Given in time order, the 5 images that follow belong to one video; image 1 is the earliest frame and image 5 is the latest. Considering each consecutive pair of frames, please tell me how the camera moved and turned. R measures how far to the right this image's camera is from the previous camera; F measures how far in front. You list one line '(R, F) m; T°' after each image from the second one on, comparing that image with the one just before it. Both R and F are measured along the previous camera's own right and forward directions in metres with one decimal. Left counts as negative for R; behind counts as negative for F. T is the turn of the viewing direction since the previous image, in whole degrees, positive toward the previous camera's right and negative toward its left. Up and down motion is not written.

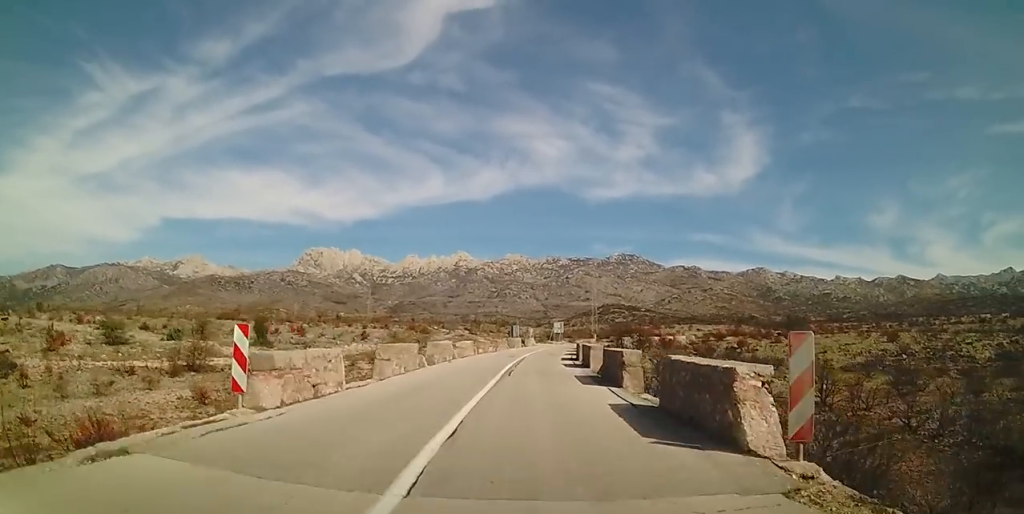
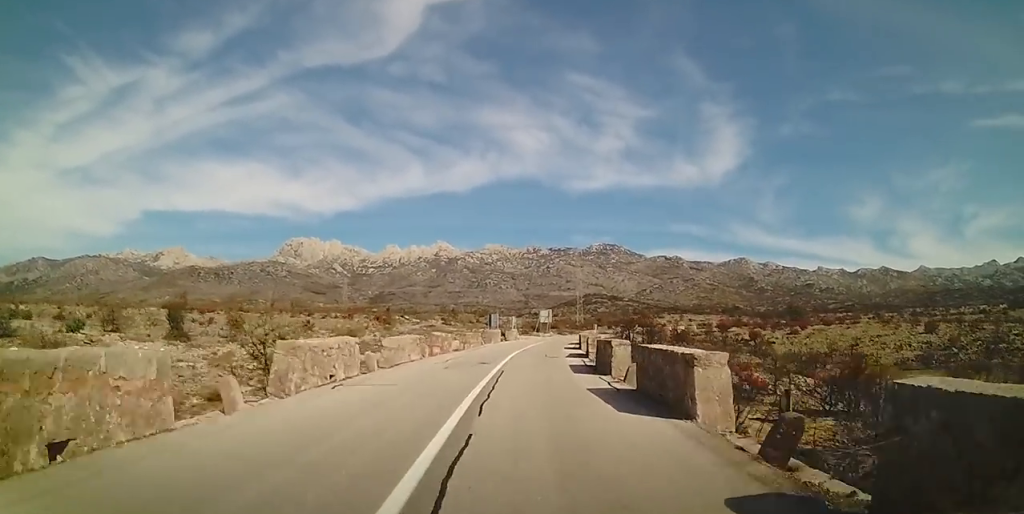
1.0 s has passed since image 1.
(+0.2, +13.2) m; +1°
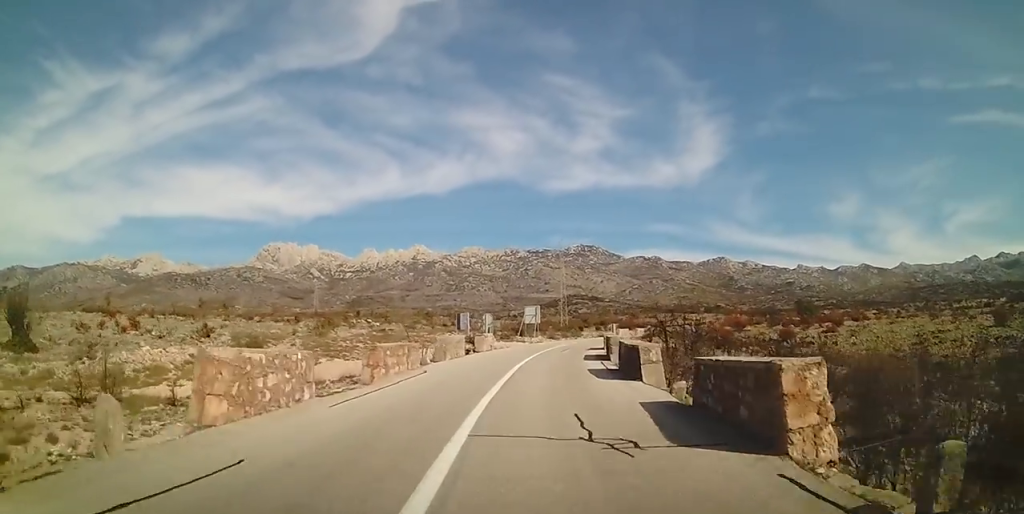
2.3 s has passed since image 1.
(+0.3, +16.6) m; +4°
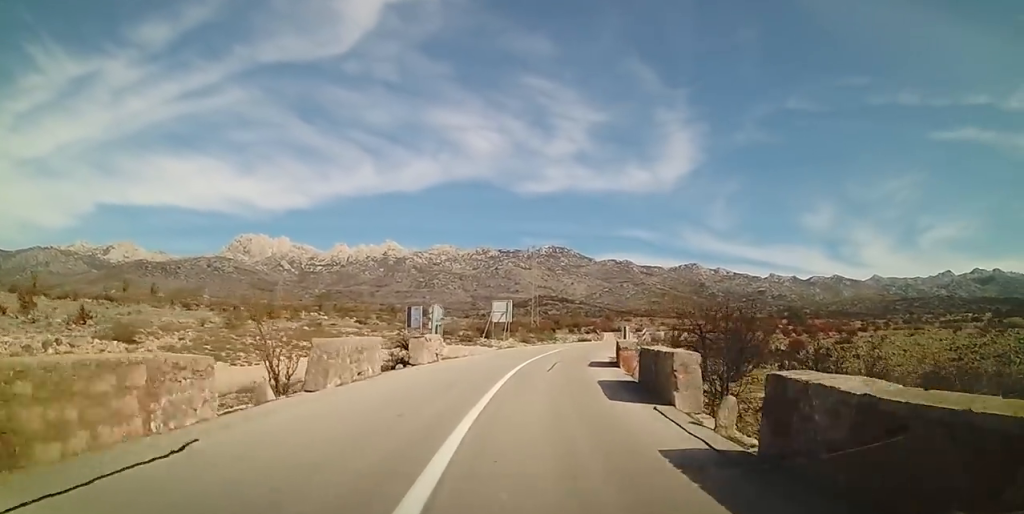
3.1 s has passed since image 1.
(+0.2, +10.7) m; +5°
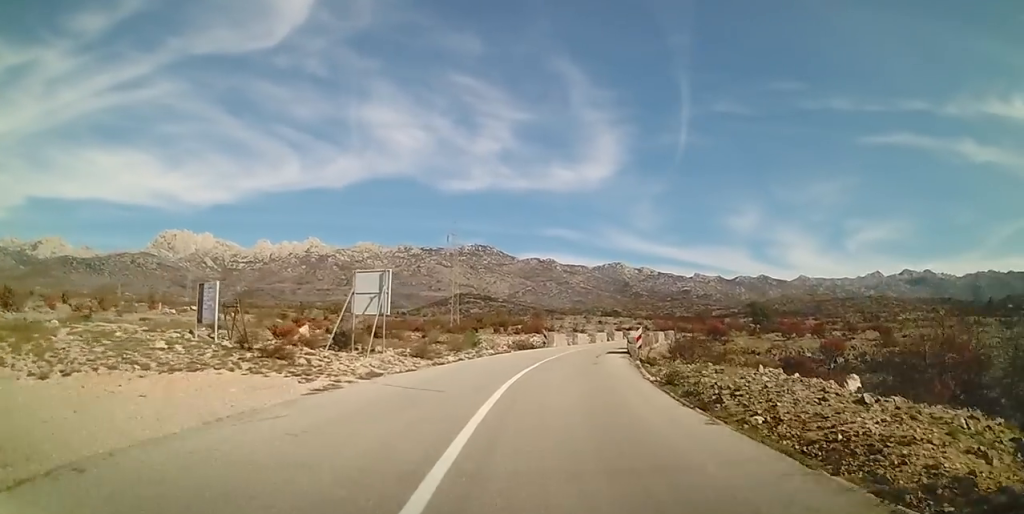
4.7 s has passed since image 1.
(+1.3, +20.8) m; +4°
